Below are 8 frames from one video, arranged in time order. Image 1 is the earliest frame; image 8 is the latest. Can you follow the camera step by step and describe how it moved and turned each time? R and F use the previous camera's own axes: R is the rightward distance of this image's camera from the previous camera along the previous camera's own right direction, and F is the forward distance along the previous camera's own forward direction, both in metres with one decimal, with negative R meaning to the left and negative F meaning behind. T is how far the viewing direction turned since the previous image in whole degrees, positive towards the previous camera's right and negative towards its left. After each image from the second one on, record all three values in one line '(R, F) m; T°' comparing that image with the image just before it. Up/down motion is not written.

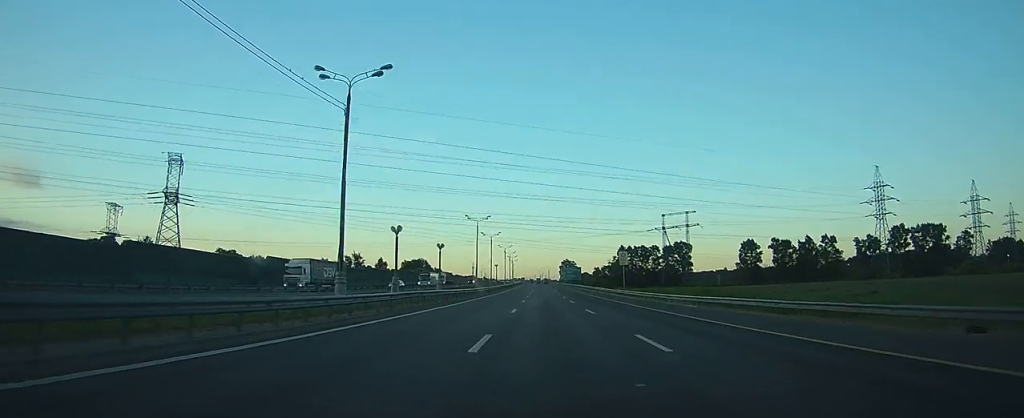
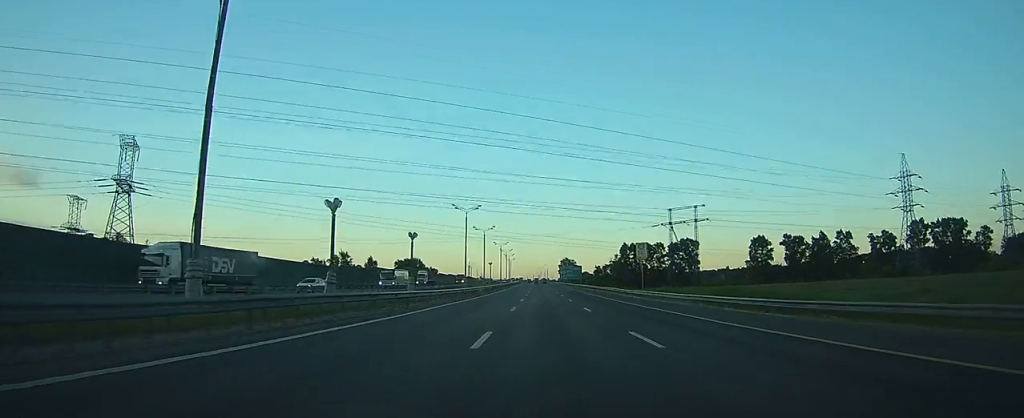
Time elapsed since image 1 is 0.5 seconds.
(0.0, +17.1) m; 0°
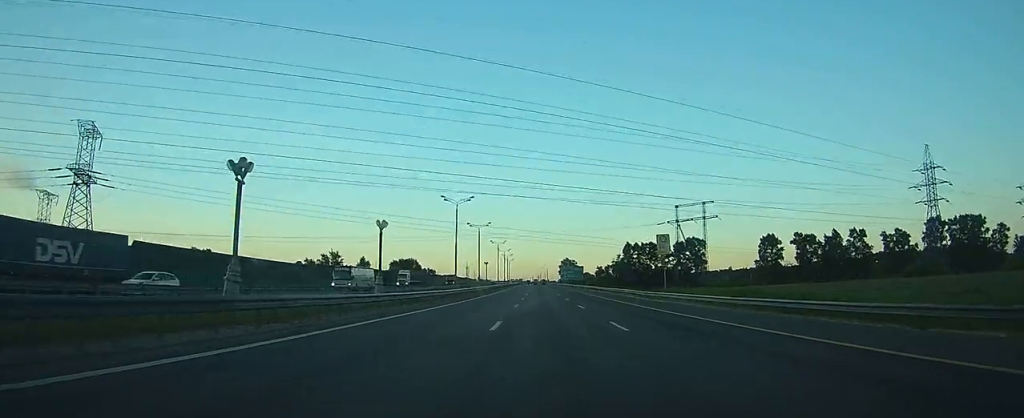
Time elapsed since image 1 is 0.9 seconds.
(0.0, +11.8) m; 0°
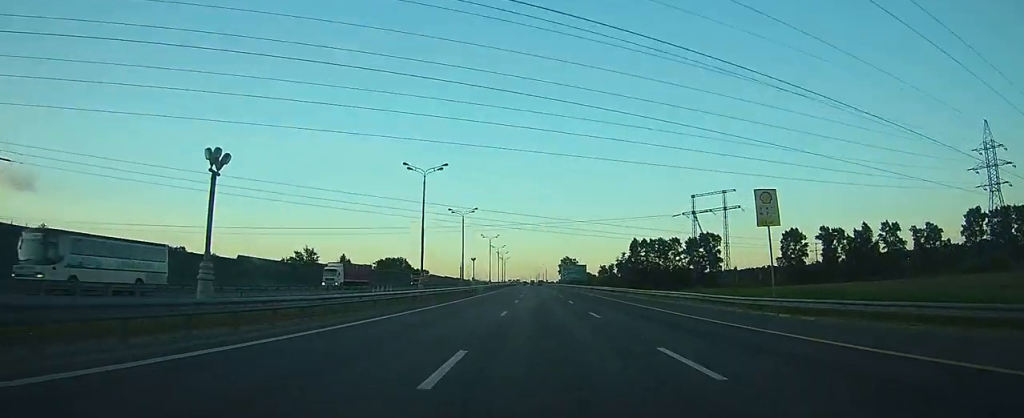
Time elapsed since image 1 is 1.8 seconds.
(0.0, +23.9) m; 0°
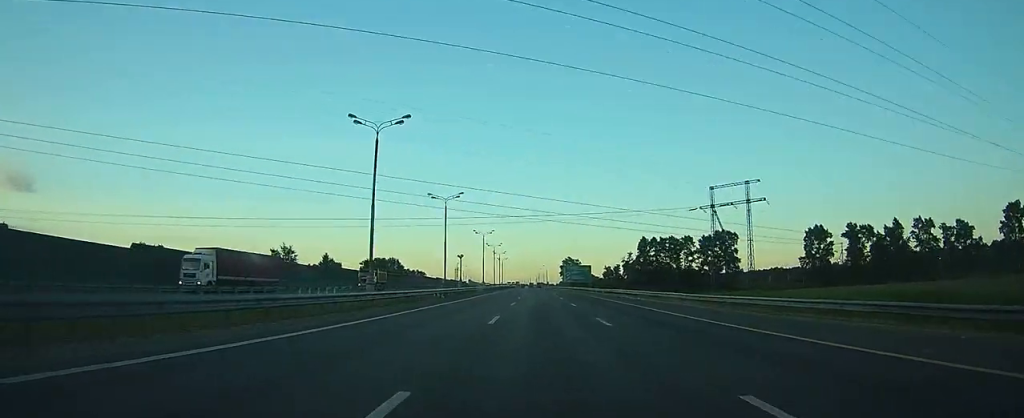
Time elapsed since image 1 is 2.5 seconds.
(0.0, +16.4) m; 0°
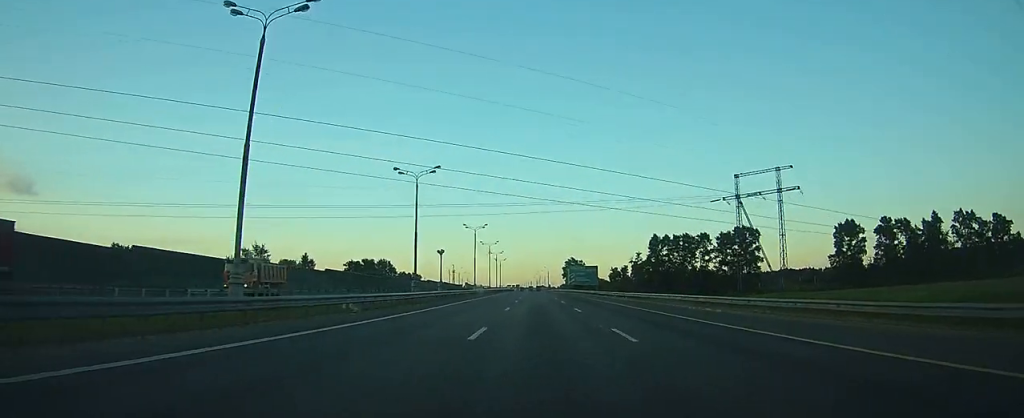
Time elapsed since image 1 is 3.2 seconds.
(0.0, +16.3) m; 0°
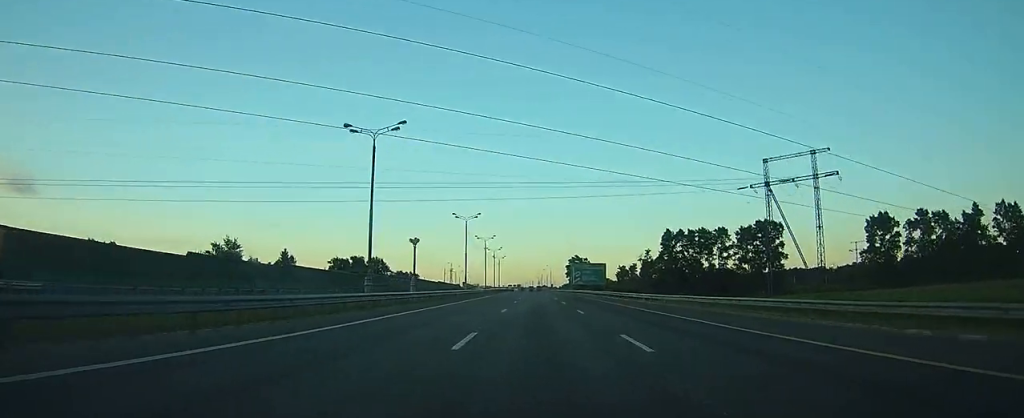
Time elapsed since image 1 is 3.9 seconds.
(0.0, +14.3) m; 0°
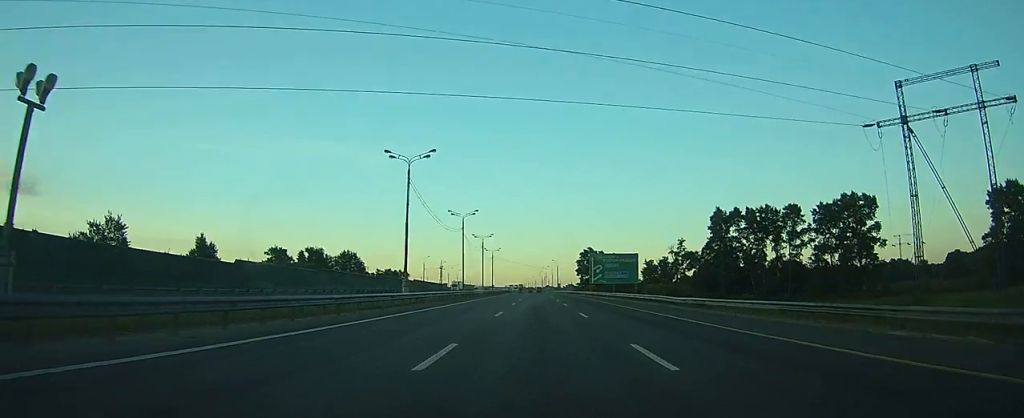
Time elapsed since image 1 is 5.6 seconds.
(-0.2, +44.4) m; 0°
